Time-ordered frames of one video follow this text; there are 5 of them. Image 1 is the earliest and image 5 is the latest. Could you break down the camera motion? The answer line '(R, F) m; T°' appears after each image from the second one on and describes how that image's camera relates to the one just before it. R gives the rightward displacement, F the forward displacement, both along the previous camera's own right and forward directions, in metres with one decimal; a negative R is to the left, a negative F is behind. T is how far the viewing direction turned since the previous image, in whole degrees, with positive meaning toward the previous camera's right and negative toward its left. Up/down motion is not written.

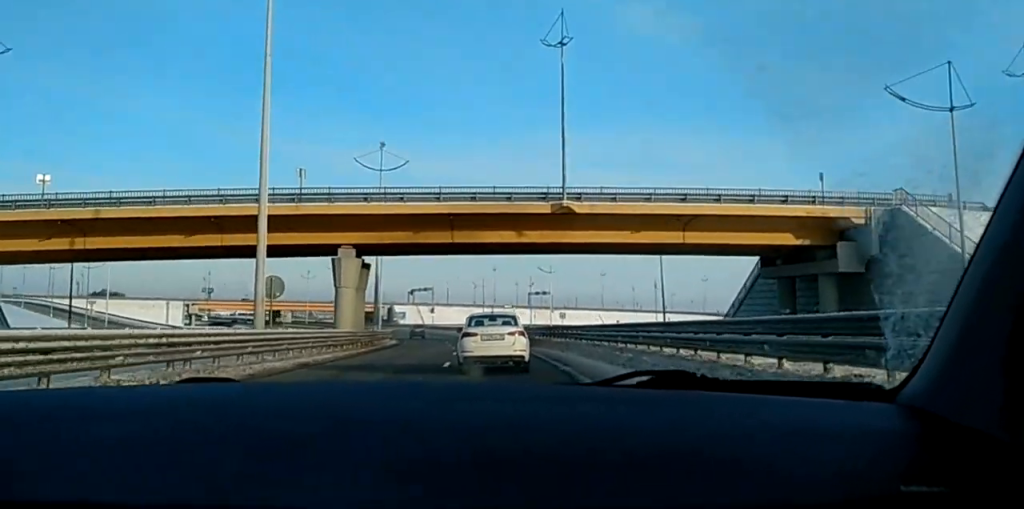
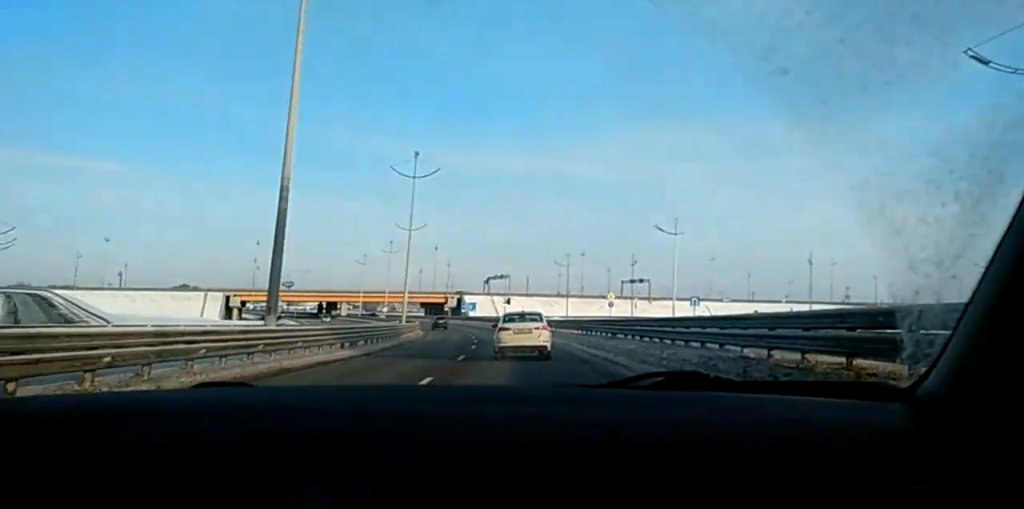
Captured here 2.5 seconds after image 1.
(-0.2, +42.9) m; 0°
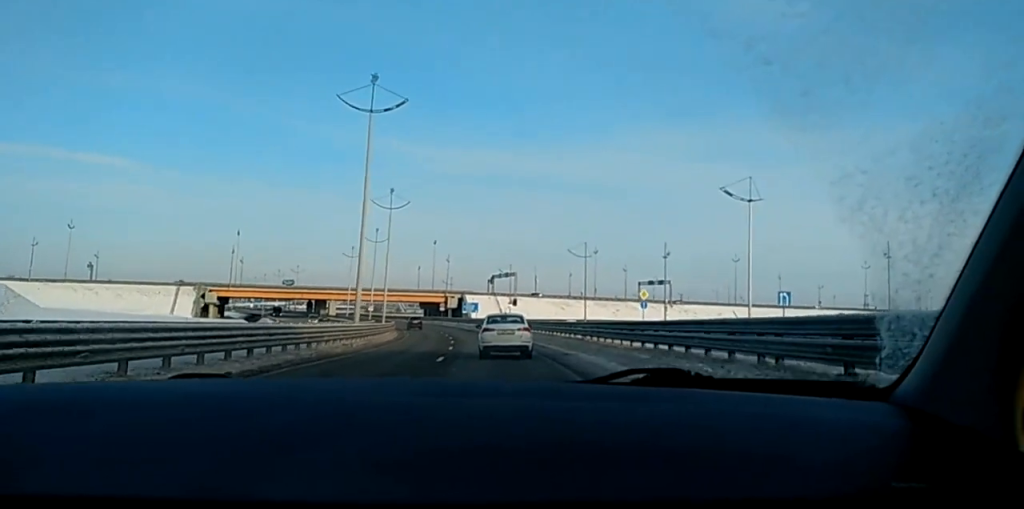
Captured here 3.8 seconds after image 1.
(-0.4, +22.7) m; -4°
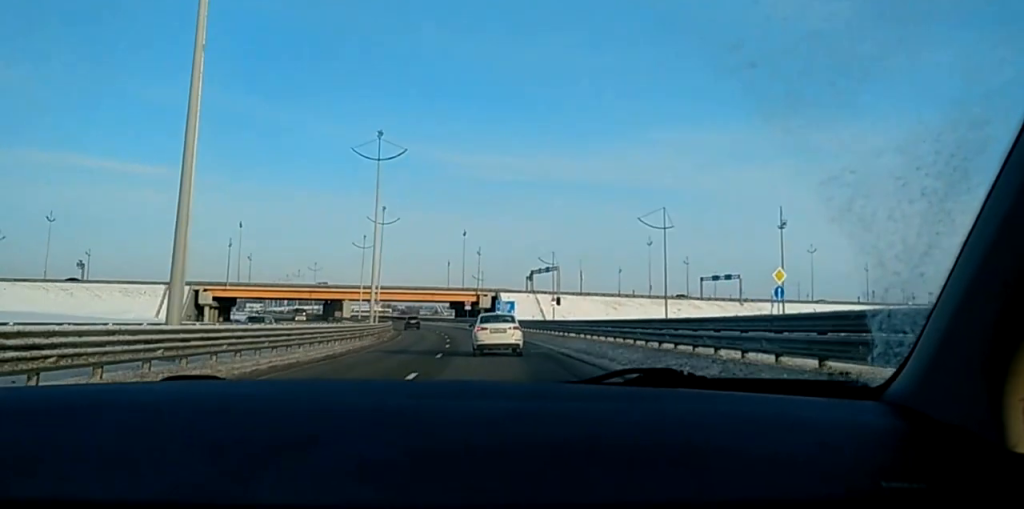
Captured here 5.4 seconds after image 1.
(-1.3, +31.6) m; -3°
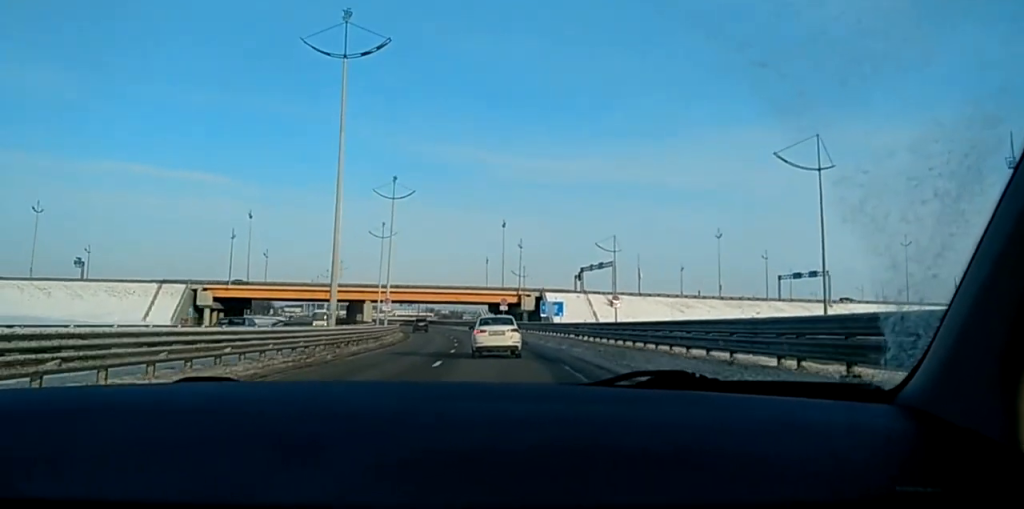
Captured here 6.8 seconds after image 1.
(-0.7, +27.9) m; -3°
